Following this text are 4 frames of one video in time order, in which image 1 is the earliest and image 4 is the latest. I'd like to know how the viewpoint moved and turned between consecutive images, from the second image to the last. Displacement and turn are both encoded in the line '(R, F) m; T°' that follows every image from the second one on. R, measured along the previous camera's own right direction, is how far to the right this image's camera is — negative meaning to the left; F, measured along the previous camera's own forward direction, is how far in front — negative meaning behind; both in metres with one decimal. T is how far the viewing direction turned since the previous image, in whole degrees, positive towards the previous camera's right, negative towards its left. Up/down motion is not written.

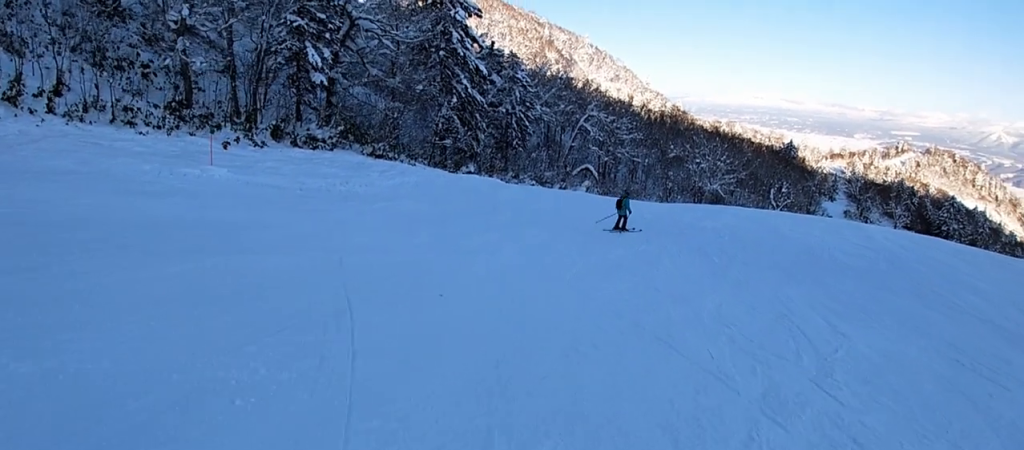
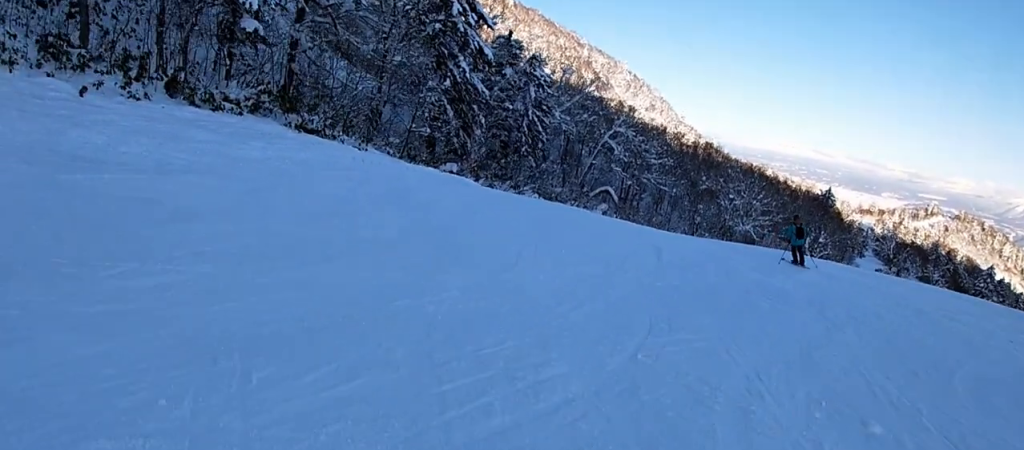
(-1.4, +10.7) m; -7°
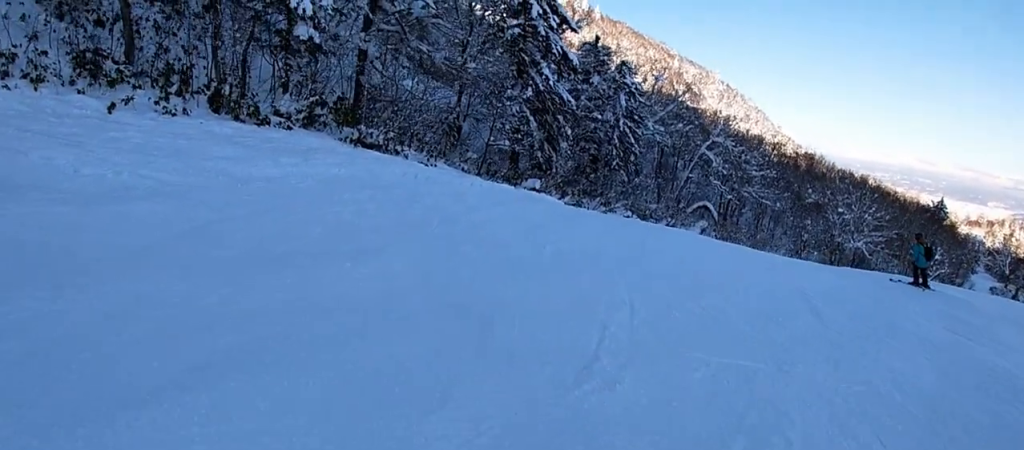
(0.0, +3.6) m; +6°
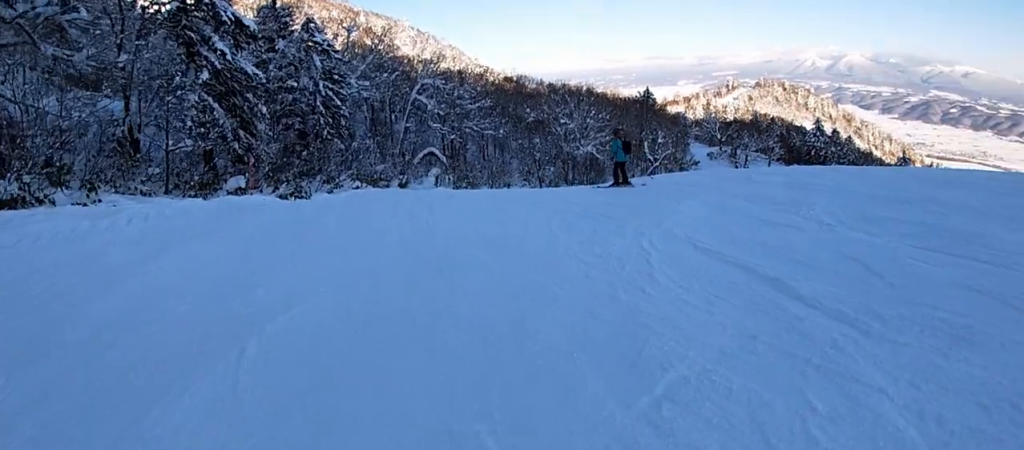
(+0.4, +4.3) m; +16°
